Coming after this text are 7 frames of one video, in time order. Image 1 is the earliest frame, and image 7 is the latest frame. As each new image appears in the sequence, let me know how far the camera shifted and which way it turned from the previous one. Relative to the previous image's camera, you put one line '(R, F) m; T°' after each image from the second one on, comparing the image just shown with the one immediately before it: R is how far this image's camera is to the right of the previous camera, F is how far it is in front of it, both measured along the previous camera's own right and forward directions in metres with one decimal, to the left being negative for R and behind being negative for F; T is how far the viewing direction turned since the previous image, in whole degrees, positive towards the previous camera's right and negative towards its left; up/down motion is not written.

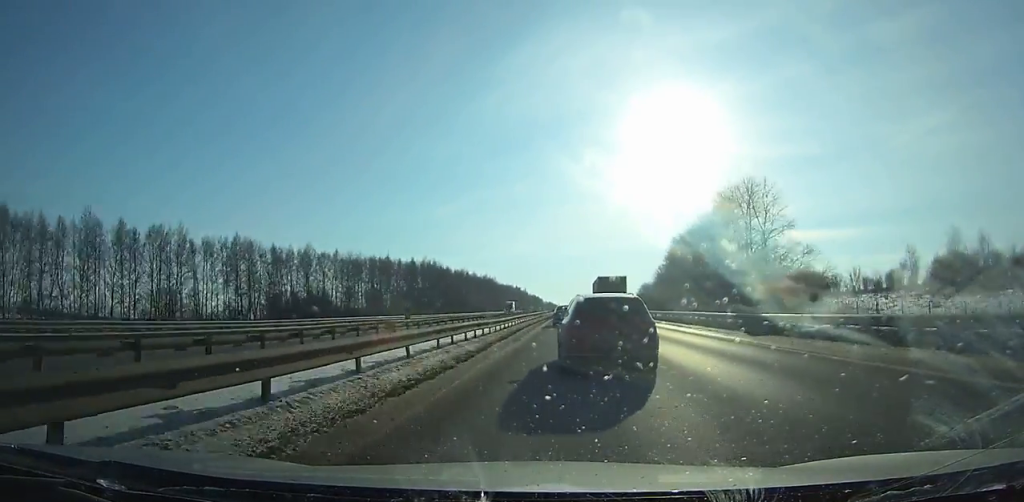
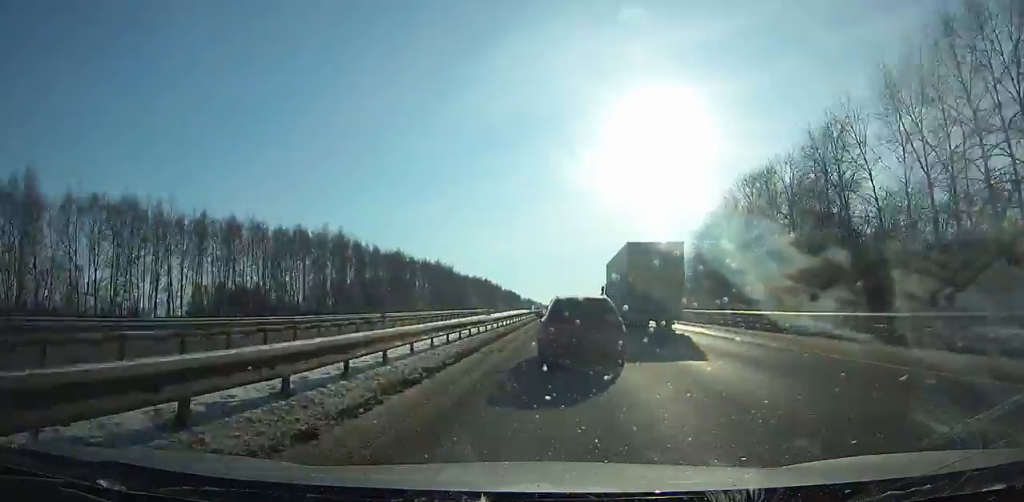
(+0.9, +81.1) m; +1°
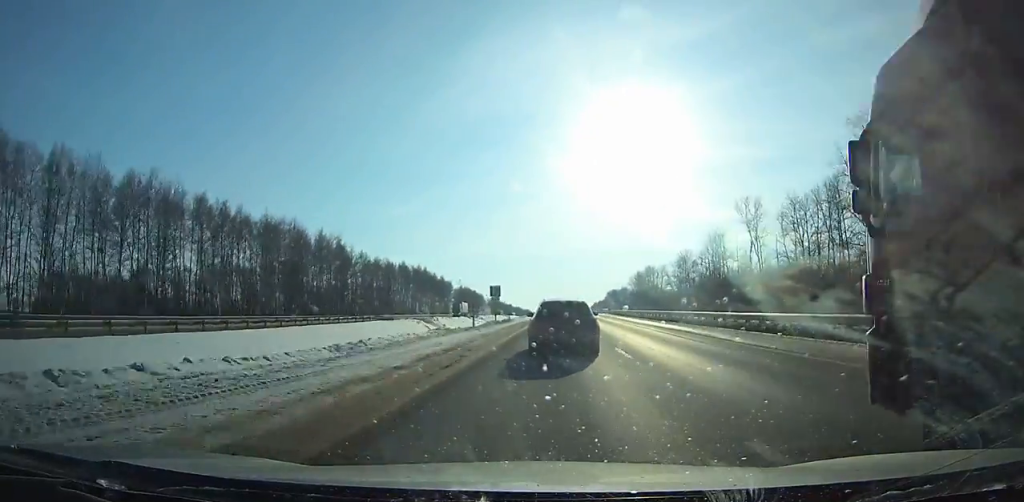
(+1.7, +107.8) m; +2°
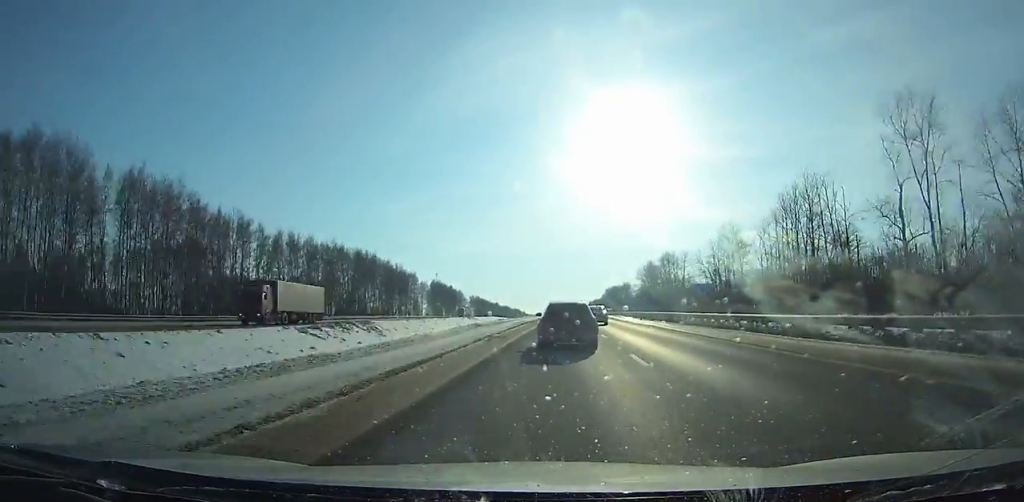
(+0.9, +60.2) m; +1°
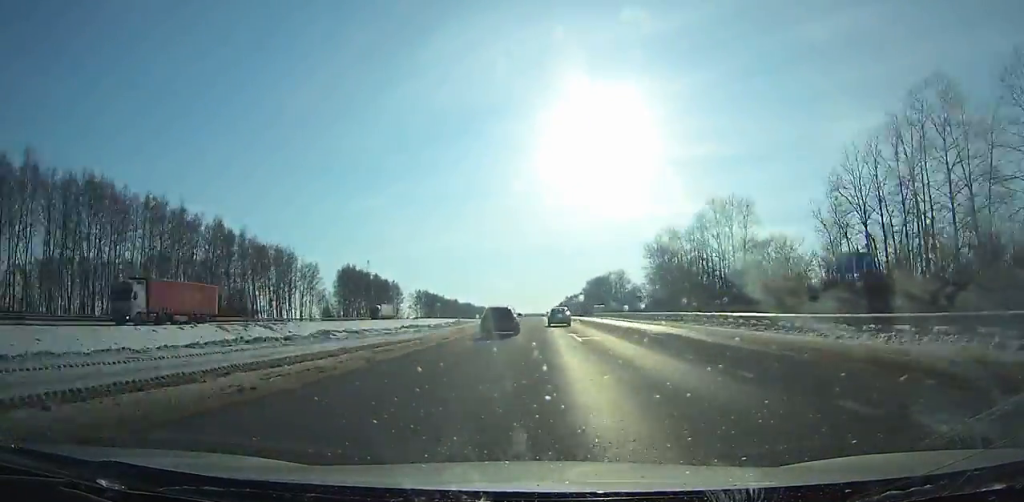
(+1.6, +93.9) m; +1°
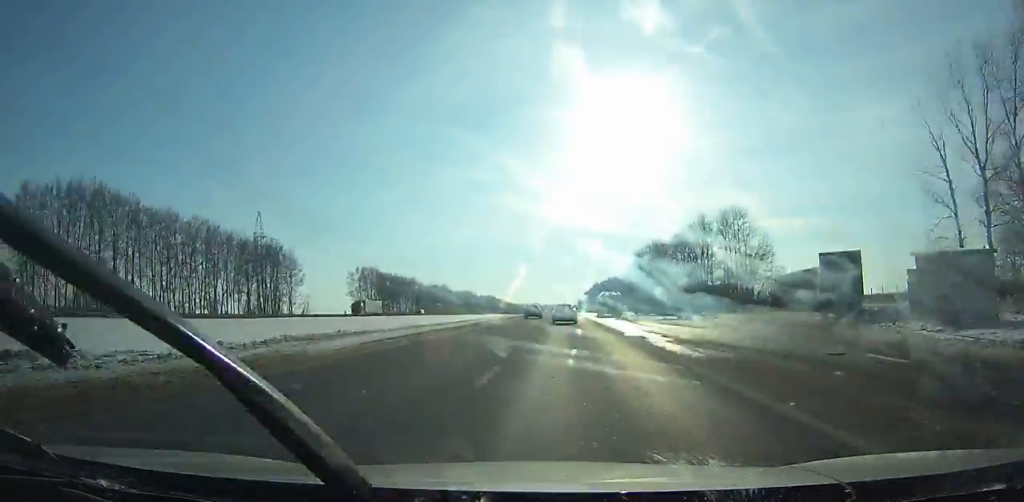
(-0.7, +134.8) m; -1°
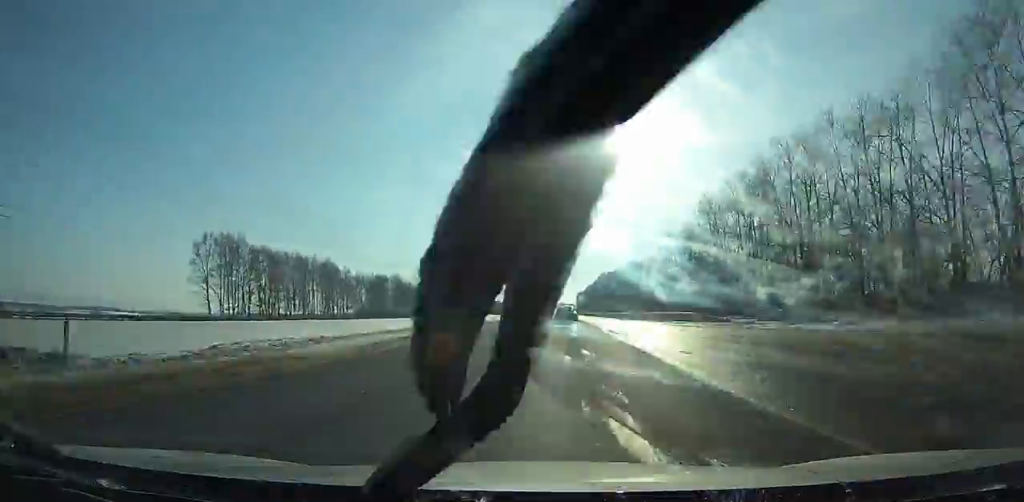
(-0.2, +98.5) m; 0°
